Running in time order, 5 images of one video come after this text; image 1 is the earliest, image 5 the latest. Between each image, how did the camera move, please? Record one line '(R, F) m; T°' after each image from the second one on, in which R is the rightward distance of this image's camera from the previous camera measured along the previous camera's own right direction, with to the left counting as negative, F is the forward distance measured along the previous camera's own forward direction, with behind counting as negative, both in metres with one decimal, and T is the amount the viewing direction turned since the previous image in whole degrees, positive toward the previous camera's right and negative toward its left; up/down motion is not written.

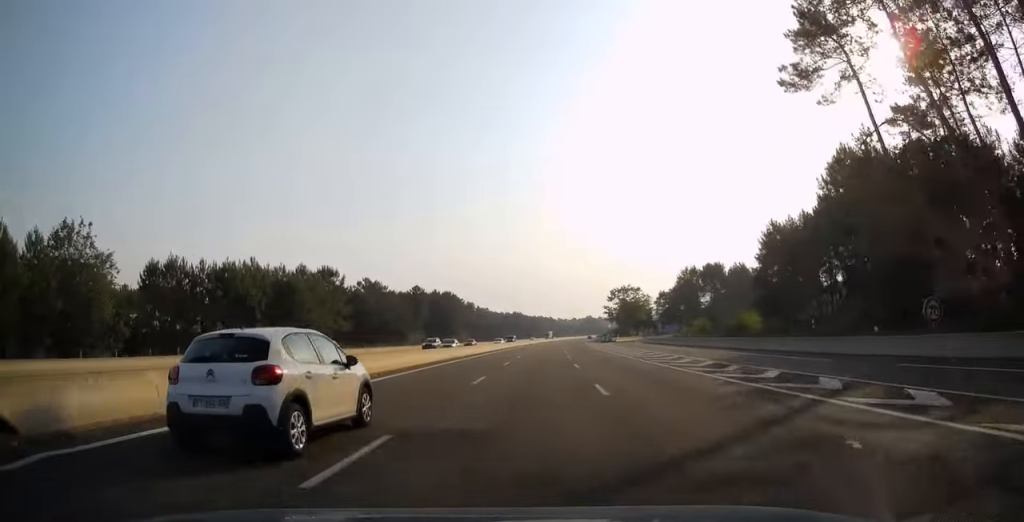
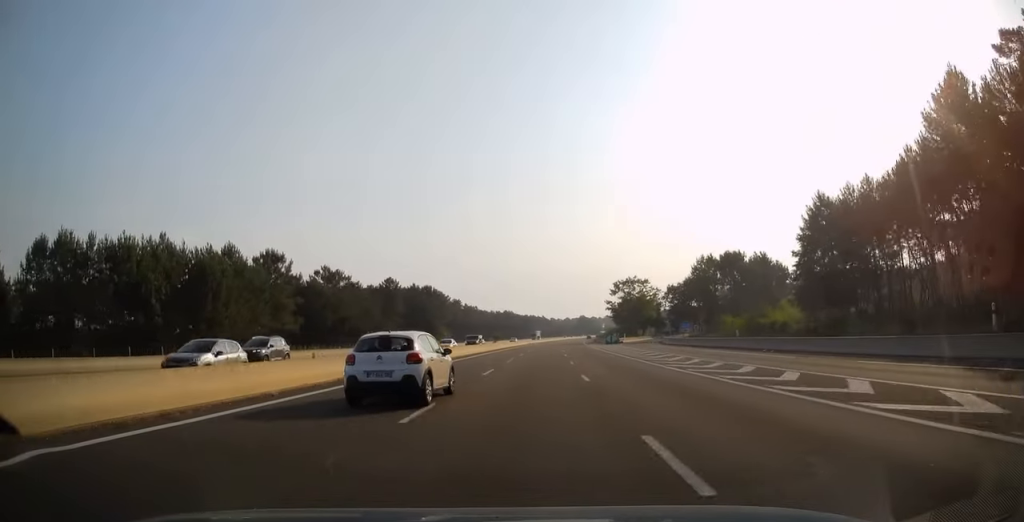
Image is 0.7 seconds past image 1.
(+0.3, +21.8) m; +1°
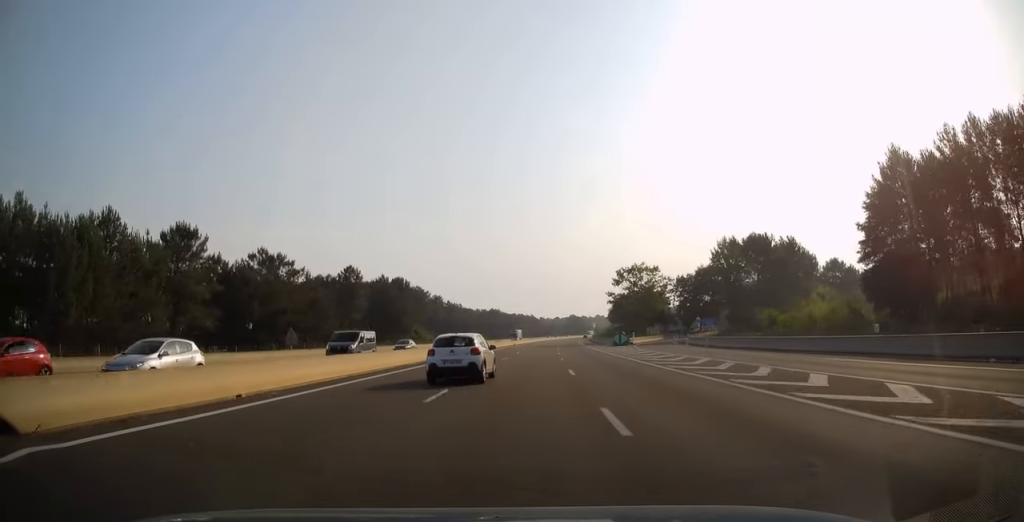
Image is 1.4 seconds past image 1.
(+0.2, +22.8) m; +1°
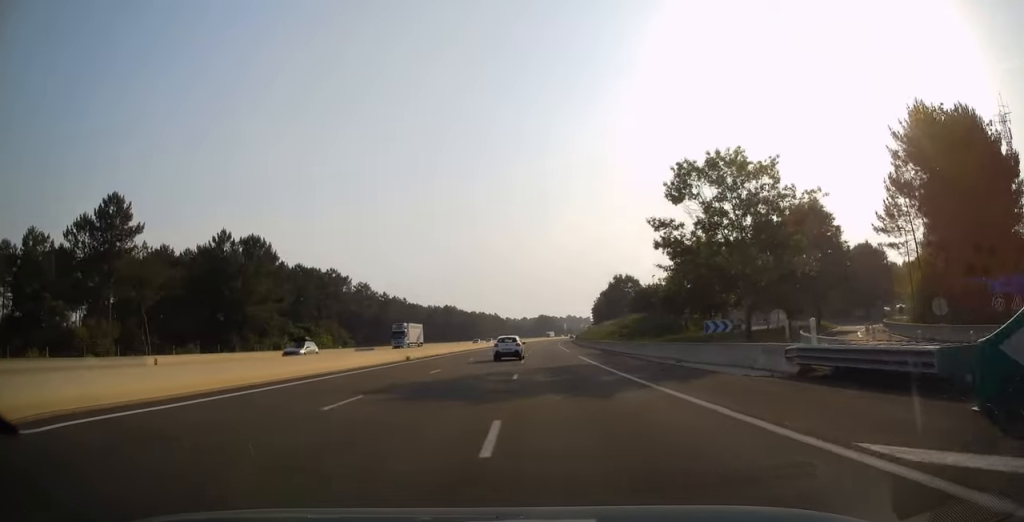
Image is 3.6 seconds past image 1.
(+1.3, +66.0) m; +2°
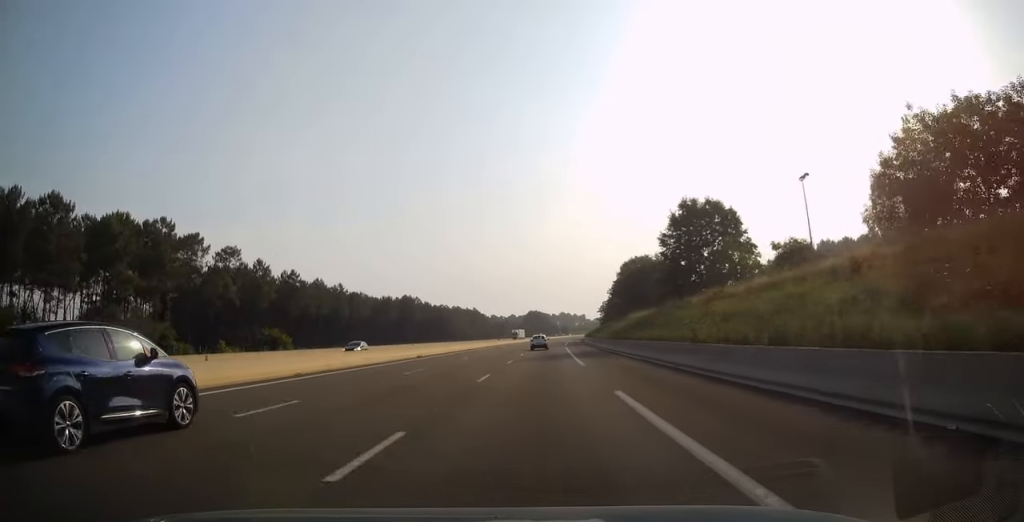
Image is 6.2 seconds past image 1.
(+1.1, +79.0) m; +1°
